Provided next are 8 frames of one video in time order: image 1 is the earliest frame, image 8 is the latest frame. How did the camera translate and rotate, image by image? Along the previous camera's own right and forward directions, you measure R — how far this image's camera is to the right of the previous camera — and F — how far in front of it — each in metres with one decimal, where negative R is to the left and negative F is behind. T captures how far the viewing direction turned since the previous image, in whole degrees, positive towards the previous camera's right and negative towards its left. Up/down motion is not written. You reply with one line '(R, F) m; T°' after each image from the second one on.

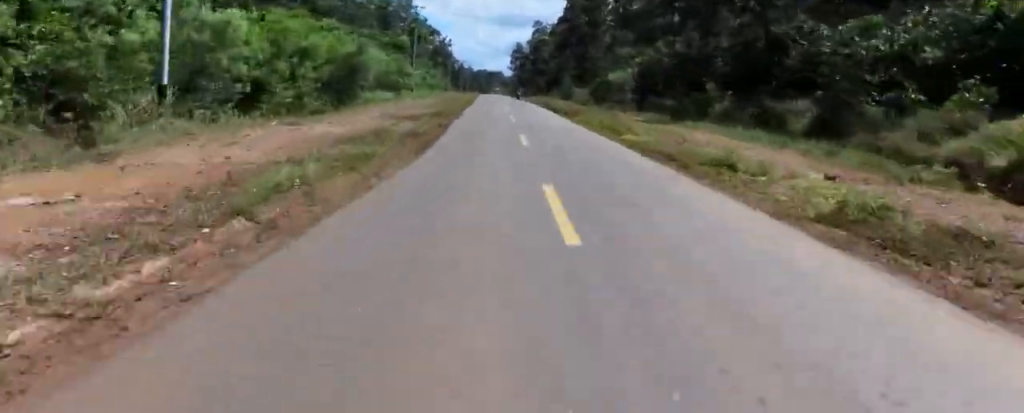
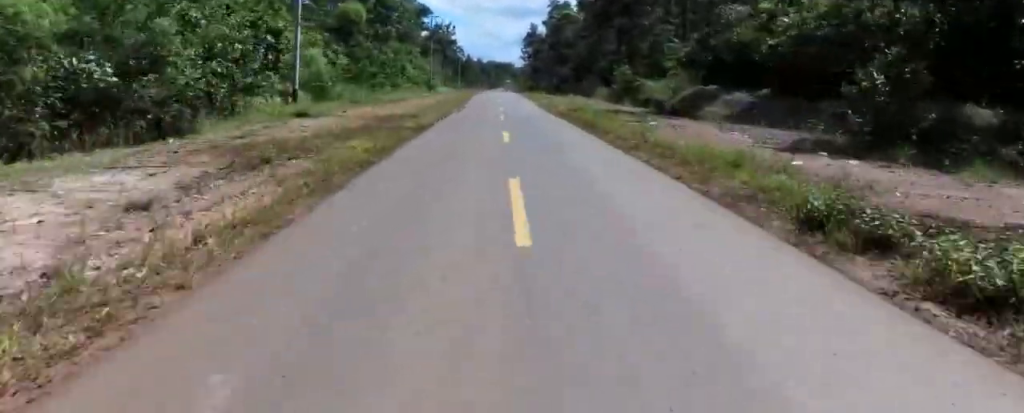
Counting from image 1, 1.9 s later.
(-2.1, +39.6) m; -1°
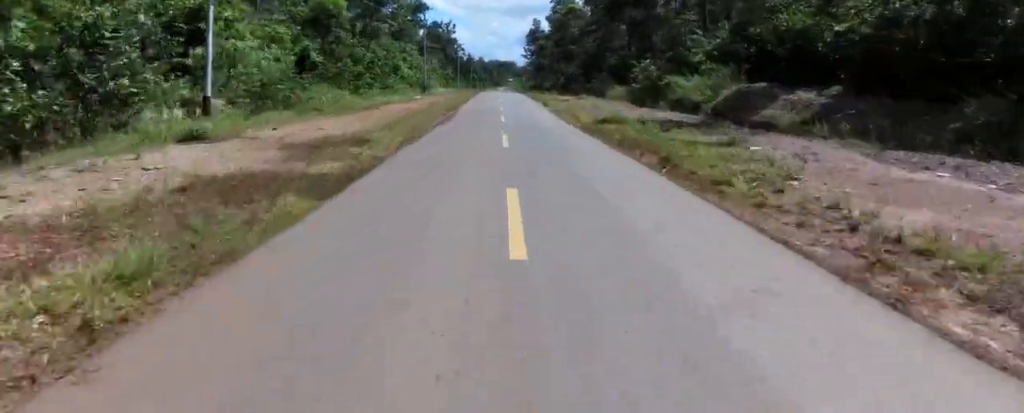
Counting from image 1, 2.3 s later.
(0.0, +8.6) m; +1°
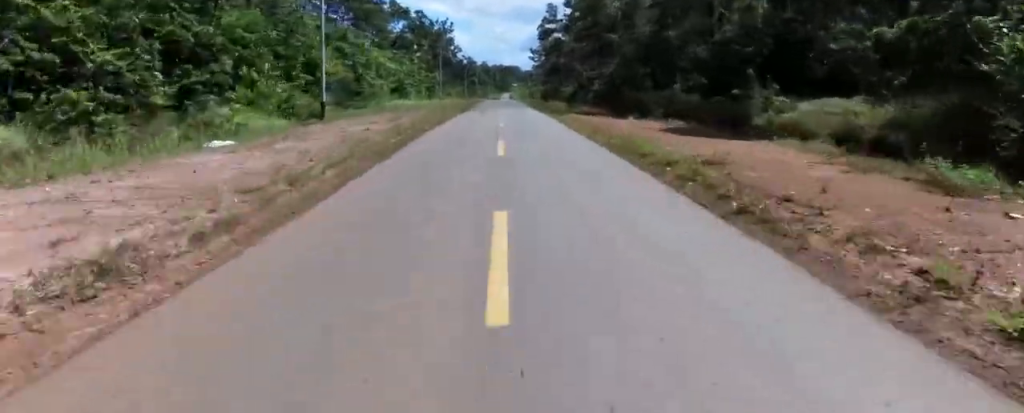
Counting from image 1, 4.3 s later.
(+1.5, +42.1) m; +1°
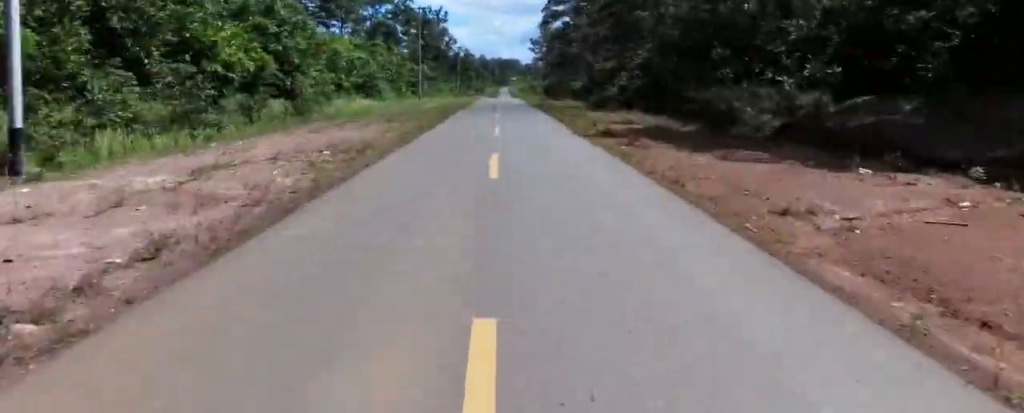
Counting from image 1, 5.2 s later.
(-0.5, +19.5) m; -1°
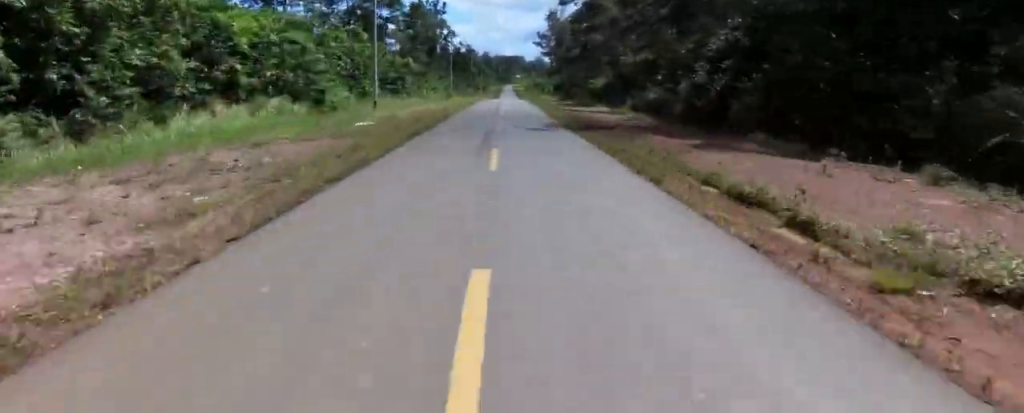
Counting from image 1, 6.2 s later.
(+0.3, +22.8) m; +1°
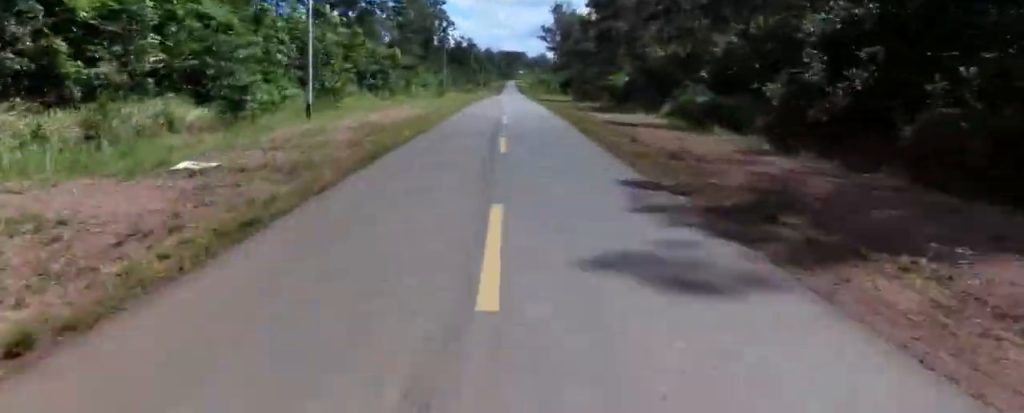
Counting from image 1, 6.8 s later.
(0.0, +13.8) m; 0°
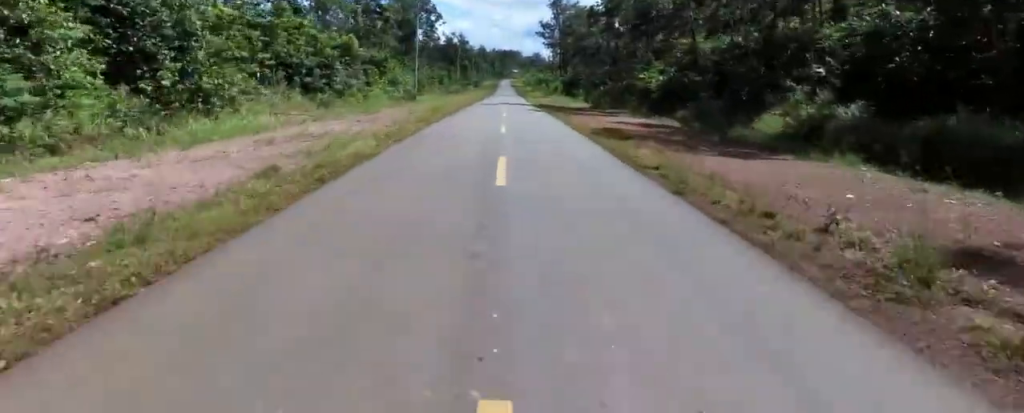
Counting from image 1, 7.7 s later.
(-0.2, +19.6) m; -1°
